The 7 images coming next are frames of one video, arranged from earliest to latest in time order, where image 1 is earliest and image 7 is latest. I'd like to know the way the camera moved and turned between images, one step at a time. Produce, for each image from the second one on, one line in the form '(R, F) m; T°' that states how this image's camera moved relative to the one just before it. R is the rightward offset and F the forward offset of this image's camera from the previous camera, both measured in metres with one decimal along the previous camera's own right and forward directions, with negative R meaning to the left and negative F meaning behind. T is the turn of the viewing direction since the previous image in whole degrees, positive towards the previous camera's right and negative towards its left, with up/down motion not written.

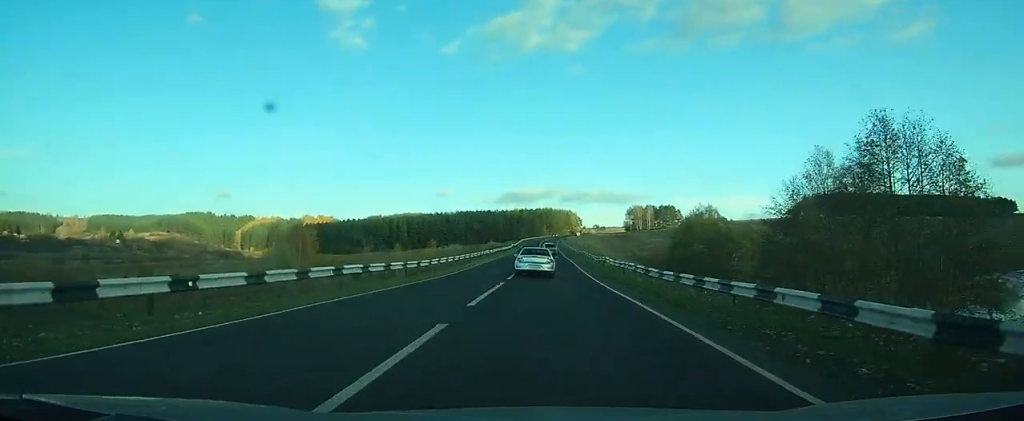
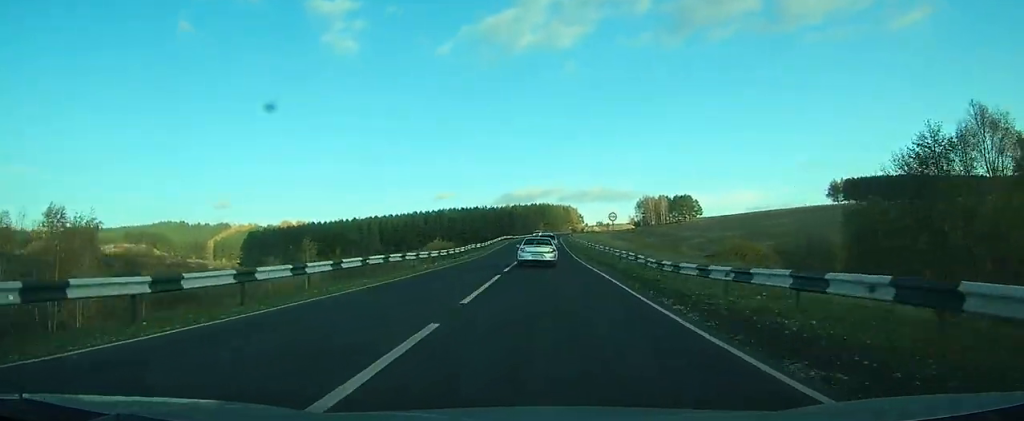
(-0.5, +55.1) m; -1°
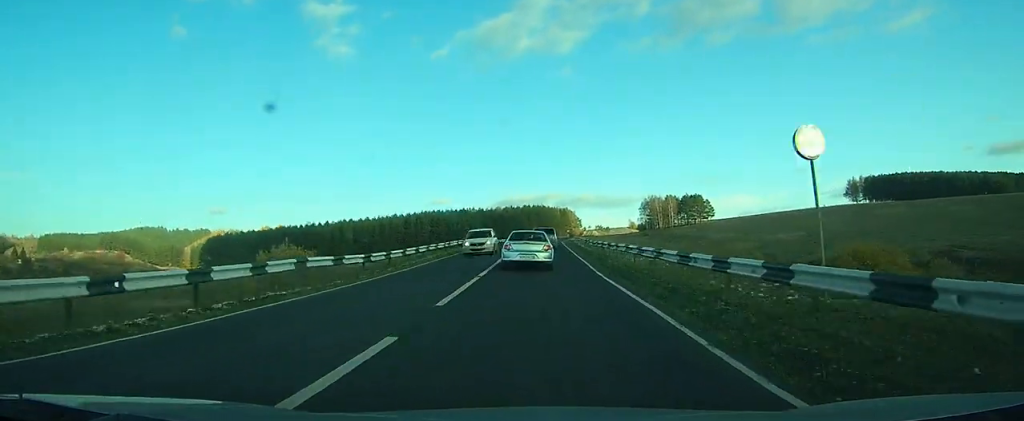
(-0.1, +33.0) m; 0°
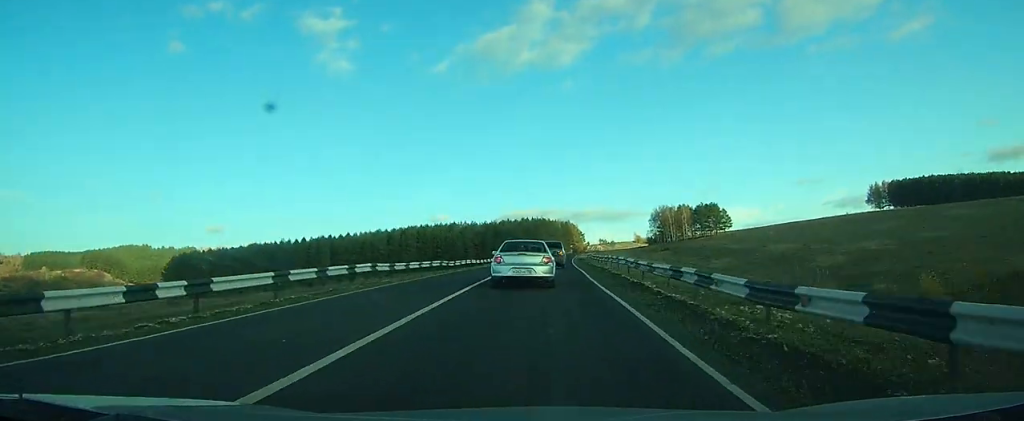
(0.0, +30.7) m; 0°
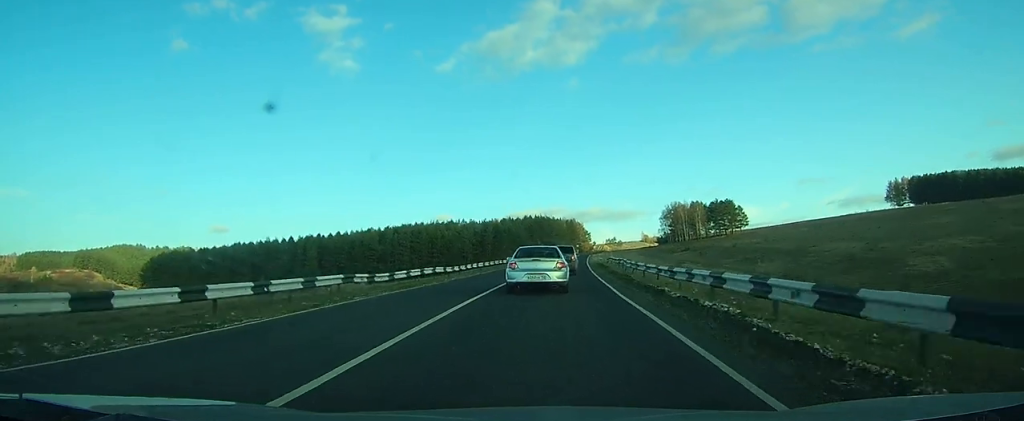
(0.0, +21.2) m; 0°
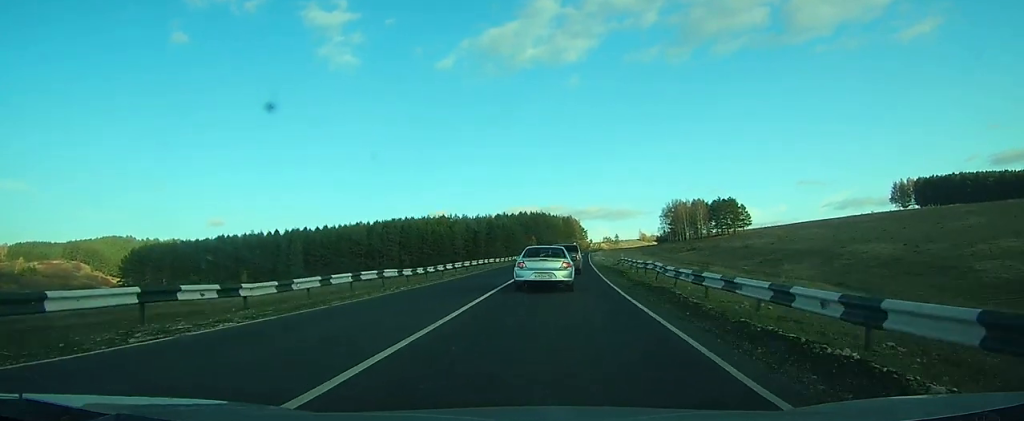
(-0.1, +11.5) m; 0°
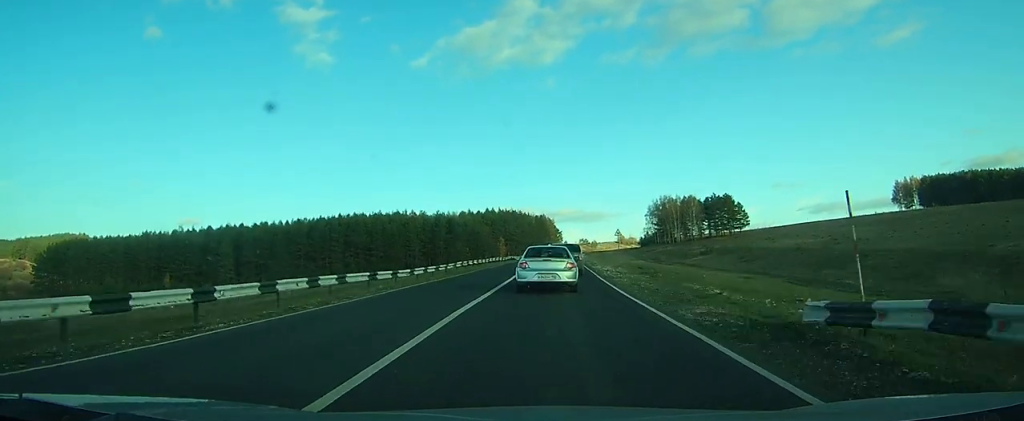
(+0.4, +33.1) m; +2°
